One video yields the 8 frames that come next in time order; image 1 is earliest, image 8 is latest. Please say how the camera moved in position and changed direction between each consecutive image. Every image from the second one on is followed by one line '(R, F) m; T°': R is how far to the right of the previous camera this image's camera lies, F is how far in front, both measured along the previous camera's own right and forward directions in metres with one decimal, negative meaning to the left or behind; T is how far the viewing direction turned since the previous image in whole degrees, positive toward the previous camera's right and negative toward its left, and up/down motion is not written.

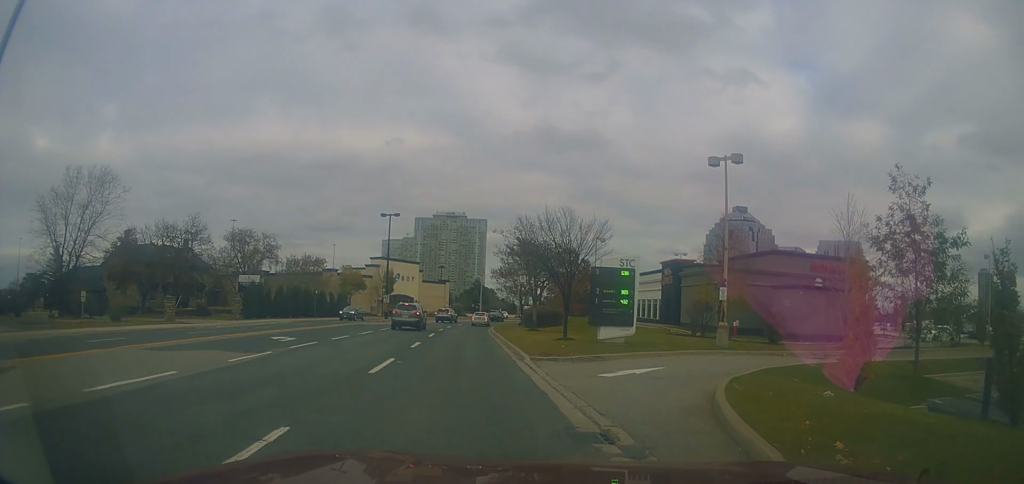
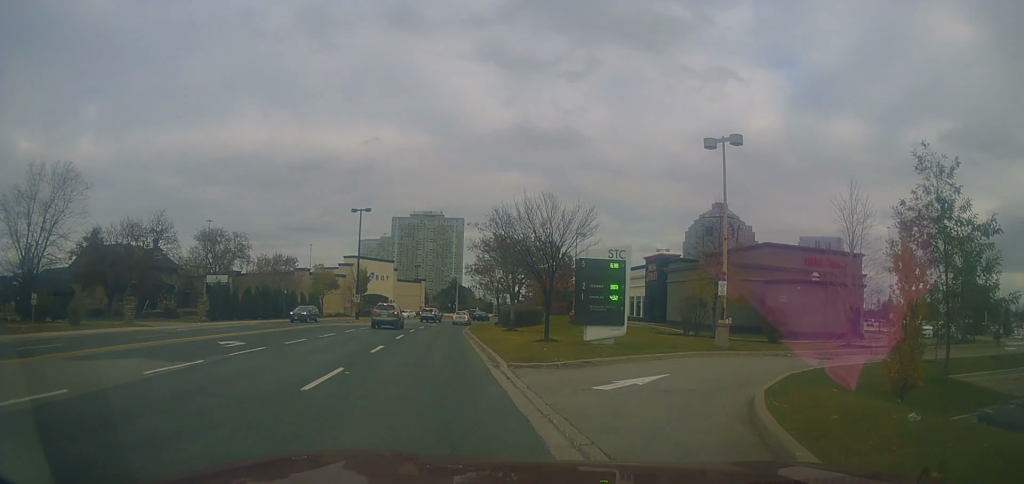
(-0.1, +3.3) m; +1°
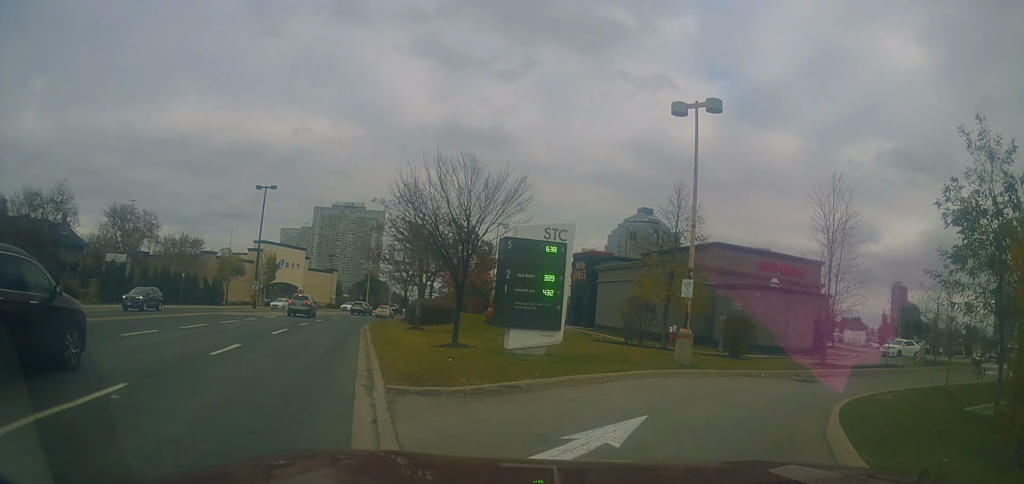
(+0.2, +6.0) m; +11°
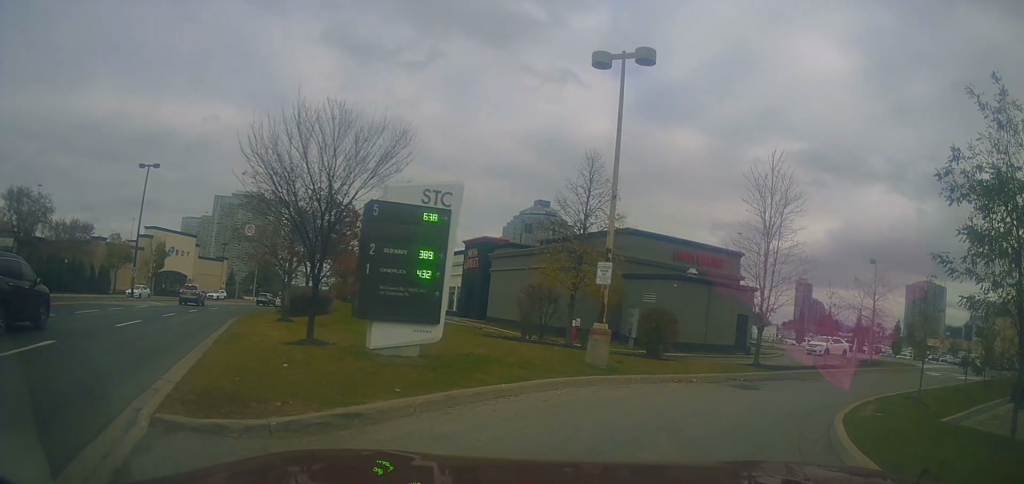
(+0.6, +4.0) m; +15°
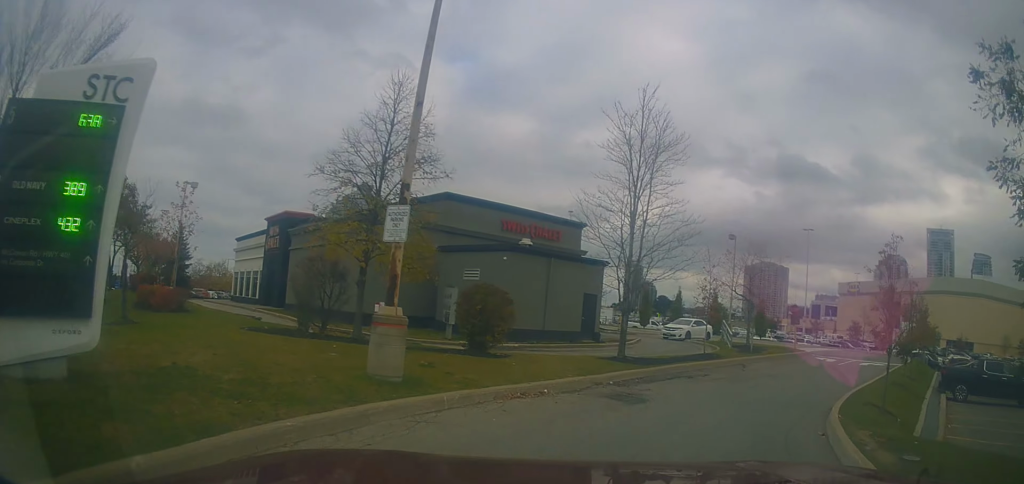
(+1.5, +6.2) m; +15°
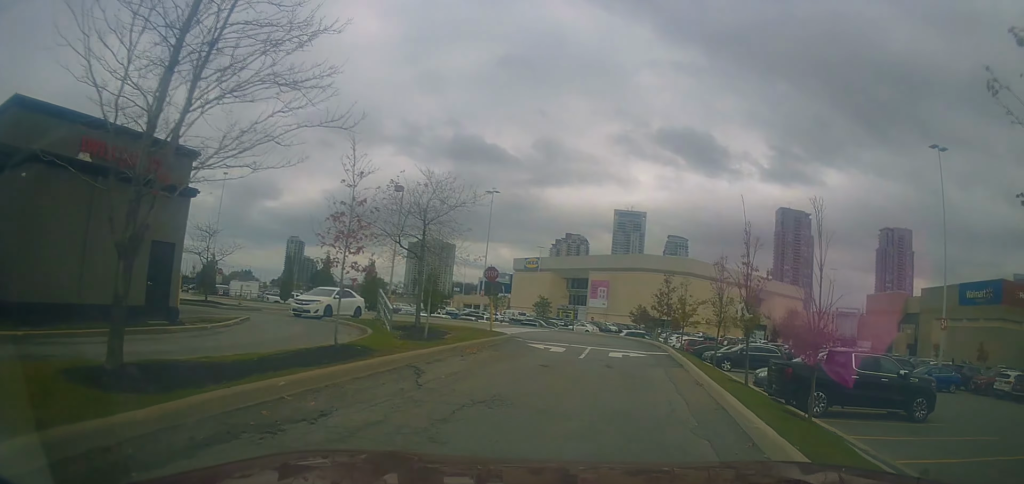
(+1.8, +10.7) m; +31°
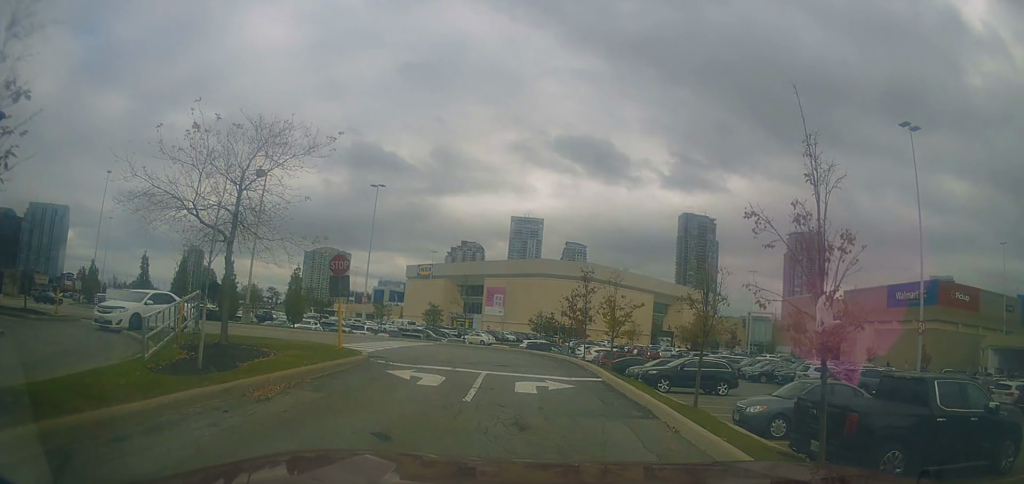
(+1.7, +7.5) m; +18°
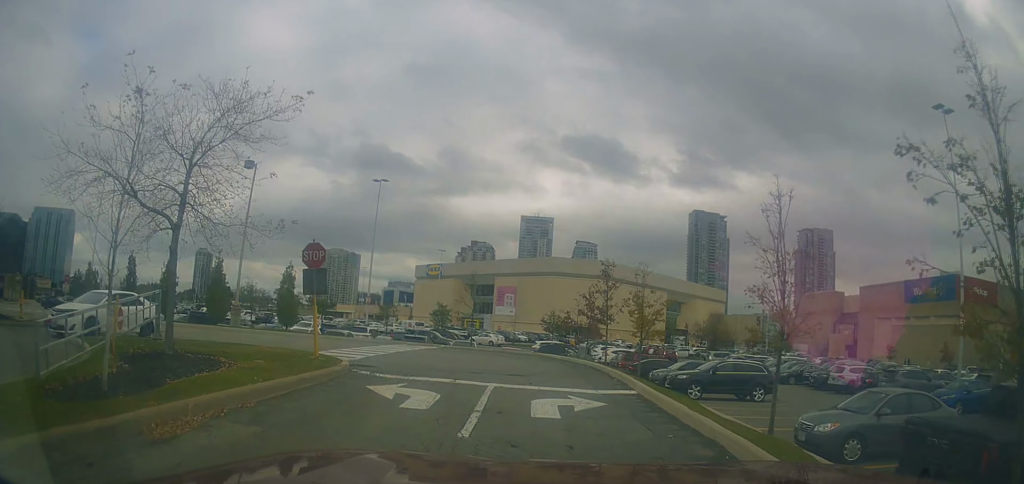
(+0.2, +3.2) m; -3°
